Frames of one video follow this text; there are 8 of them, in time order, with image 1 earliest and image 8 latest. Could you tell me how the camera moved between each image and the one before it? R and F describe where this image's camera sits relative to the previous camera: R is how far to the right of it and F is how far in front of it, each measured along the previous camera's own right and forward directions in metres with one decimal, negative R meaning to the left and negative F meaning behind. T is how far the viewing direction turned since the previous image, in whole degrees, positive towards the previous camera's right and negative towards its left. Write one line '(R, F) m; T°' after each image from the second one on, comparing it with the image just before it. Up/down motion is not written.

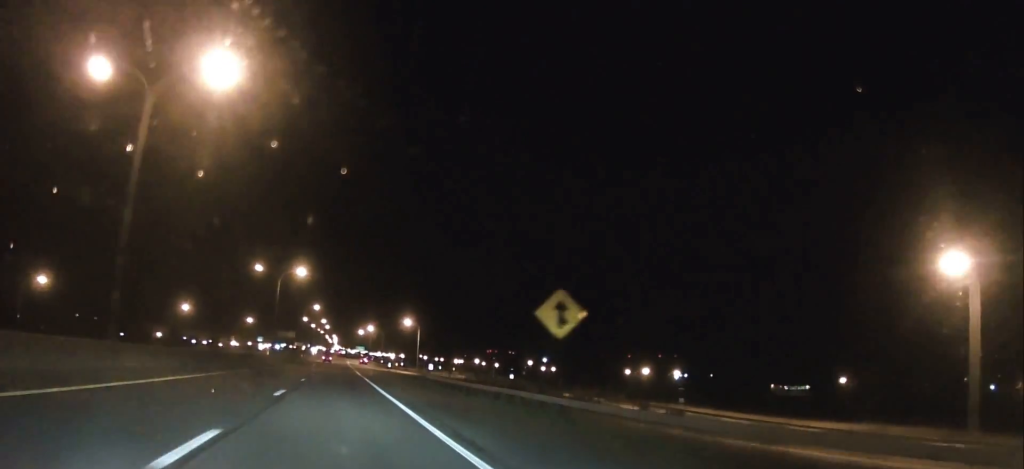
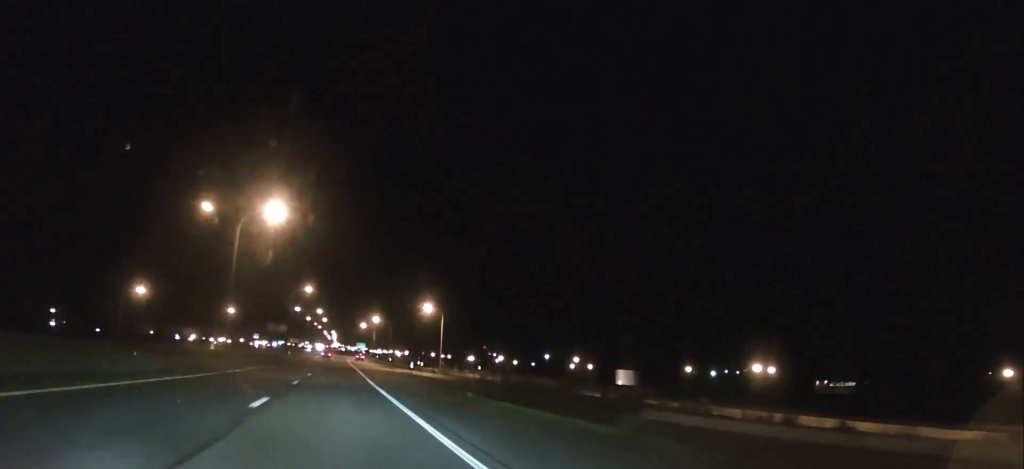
(+0.3, +29.7) m; +1°
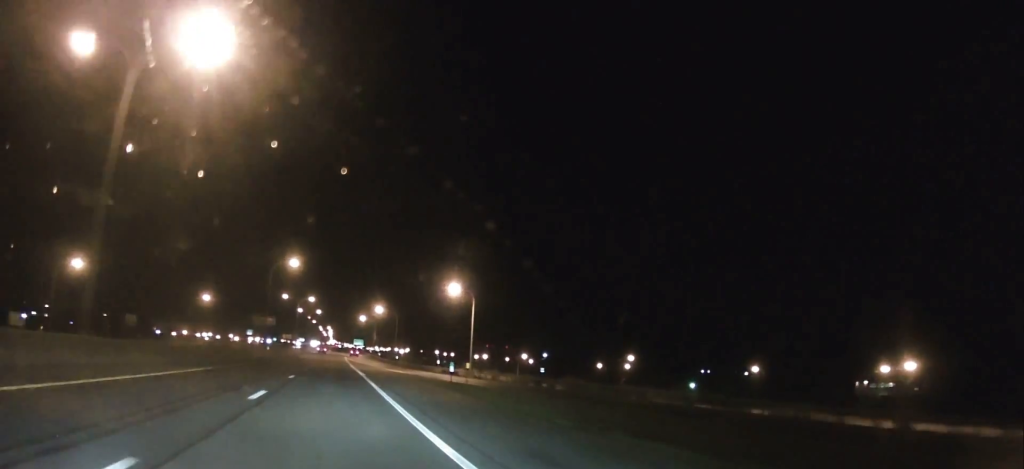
(-0.1, +24.4) m; +1°
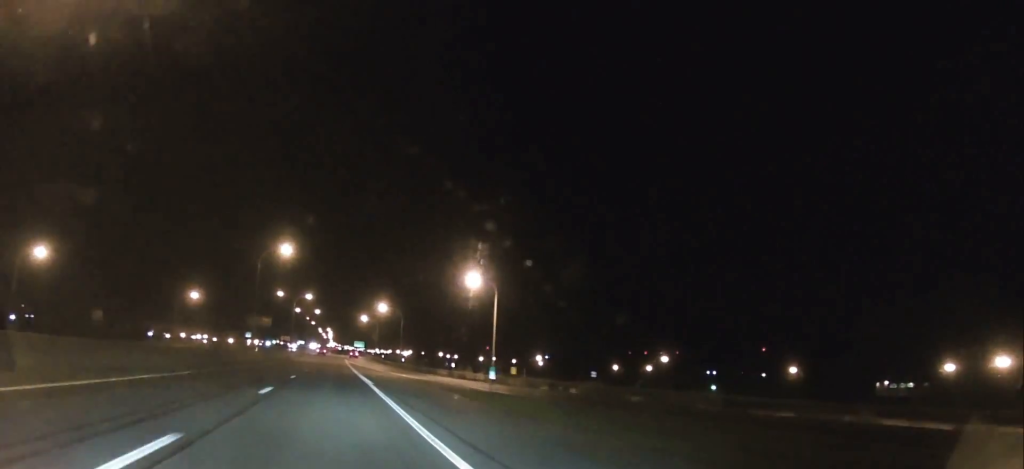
(+0.1, +10.4) m; 0°
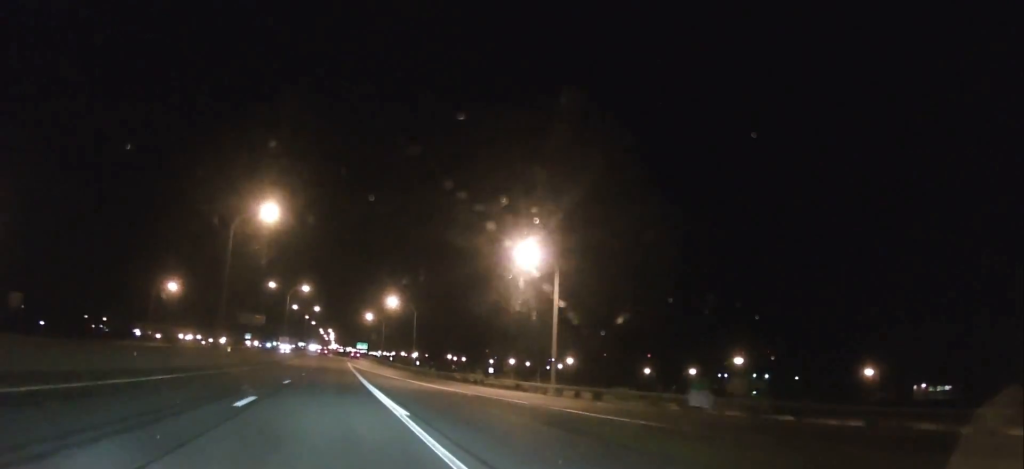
(+0.2, +16.8) m; 0°
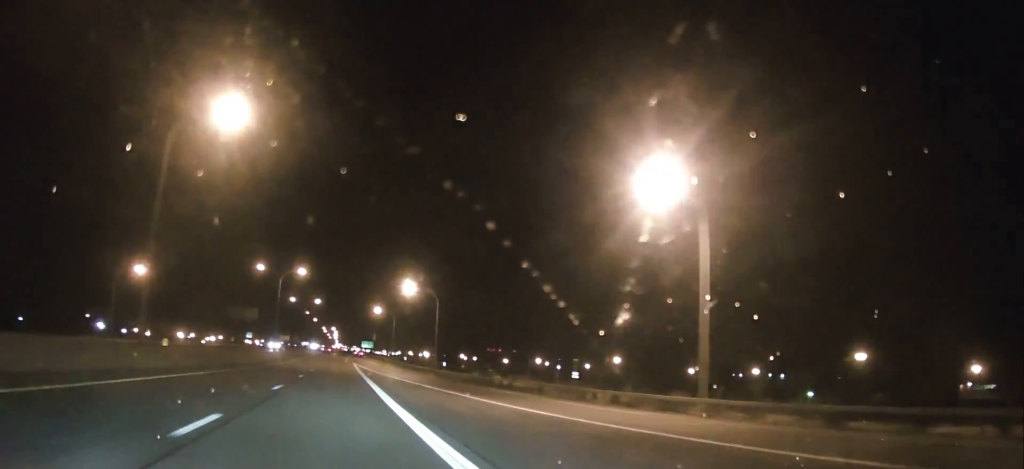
(-0.4, +18.5) m; -1°
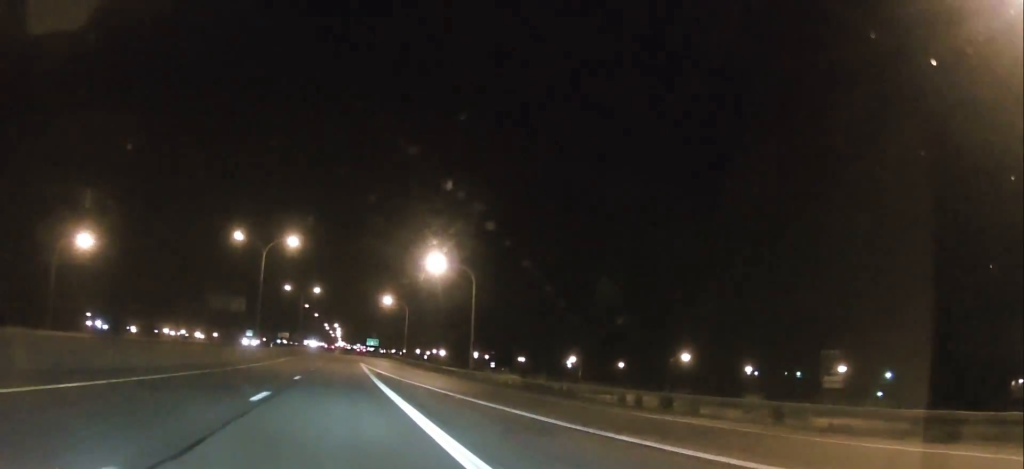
(-0.1, +19.4) m; 0°
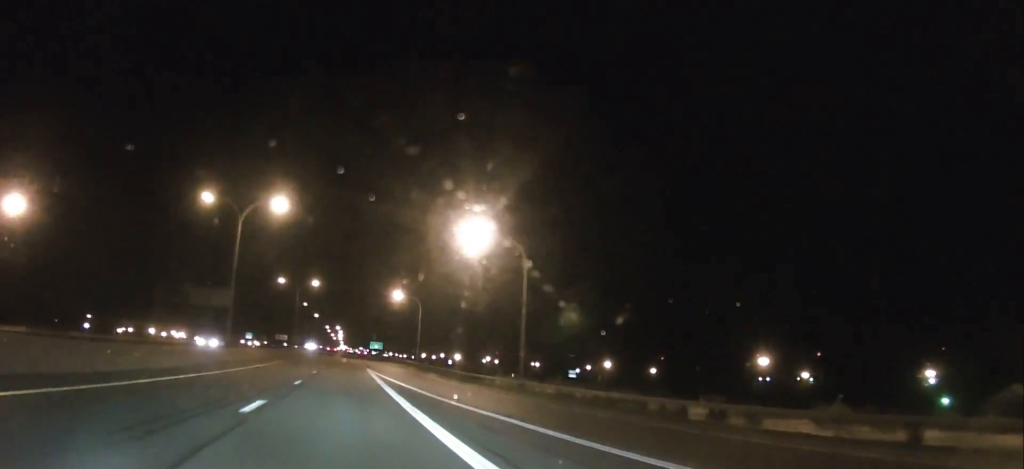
(0.0, +15.5) m; 0°
